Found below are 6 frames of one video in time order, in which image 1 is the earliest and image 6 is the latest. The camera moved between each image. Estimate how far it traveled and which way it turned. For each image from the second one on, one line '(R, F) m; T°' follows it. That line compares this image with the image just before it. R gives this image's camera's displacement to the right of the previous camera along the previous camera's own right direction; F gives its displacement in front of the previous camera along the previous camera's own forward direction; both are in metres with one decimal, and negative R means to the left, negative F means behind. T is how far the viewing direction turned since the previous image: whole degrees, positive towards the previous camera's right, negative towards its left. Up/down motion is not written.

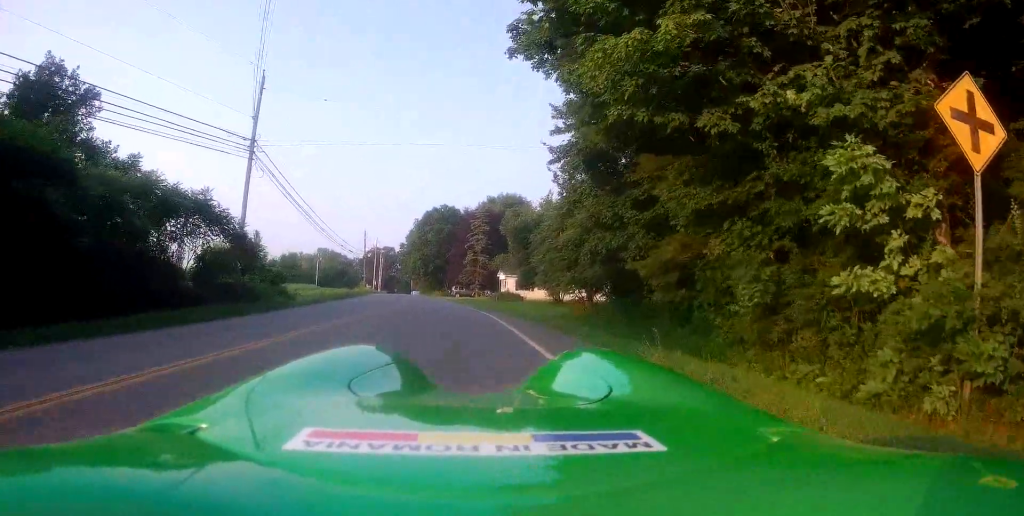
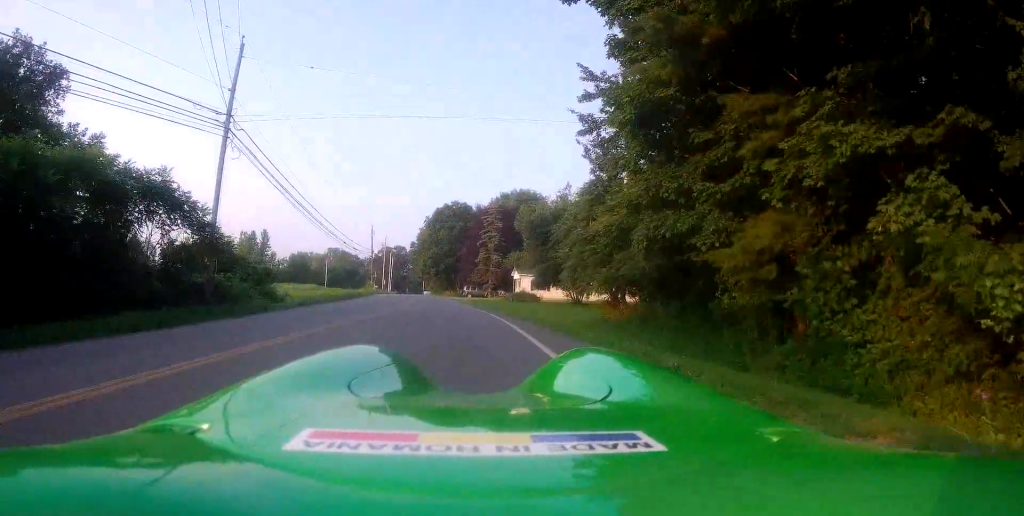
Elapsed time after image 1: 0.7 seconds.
(+0.1, +4.3) m; +1°
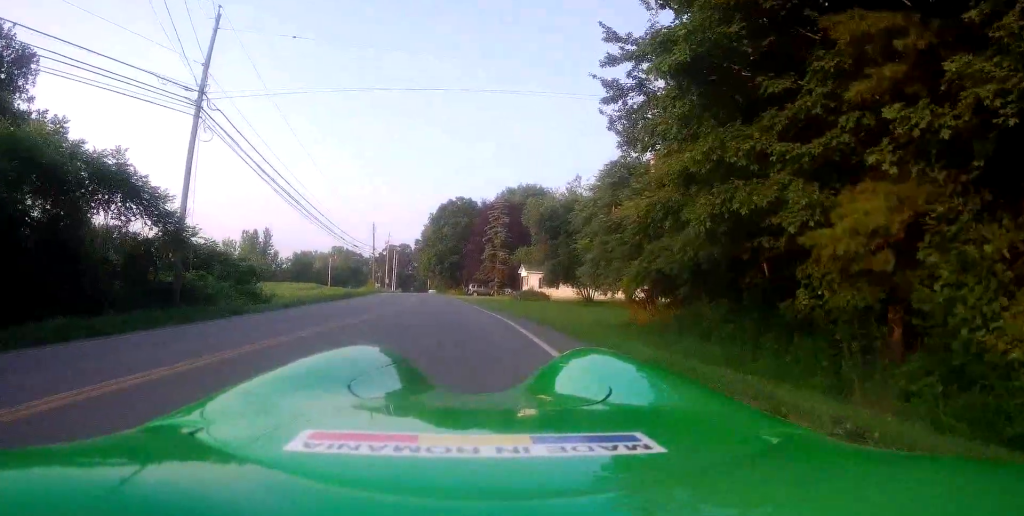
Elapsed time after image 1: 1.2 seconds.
(-0.1, +3.1) m; 0°
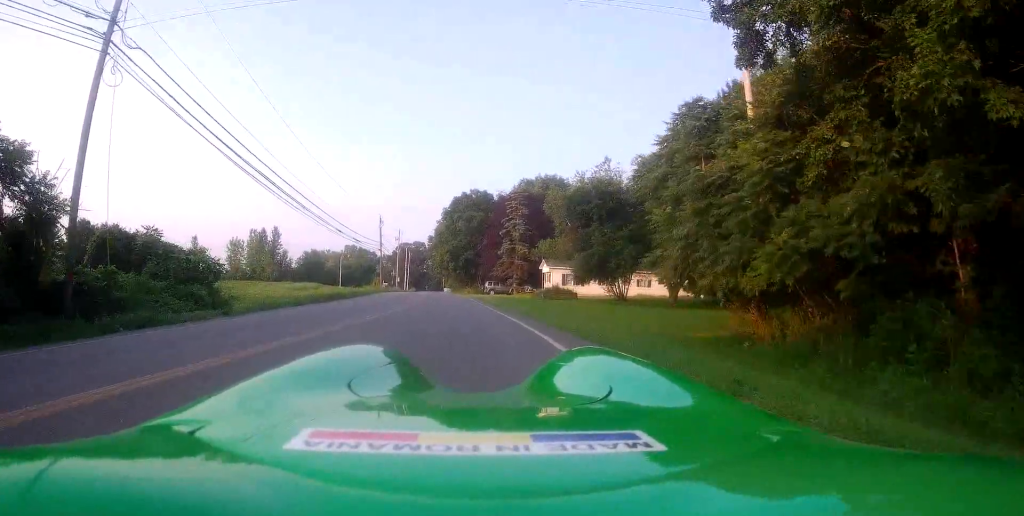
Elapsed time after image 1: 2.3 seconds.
(+0.1, +6.7) m; +1°
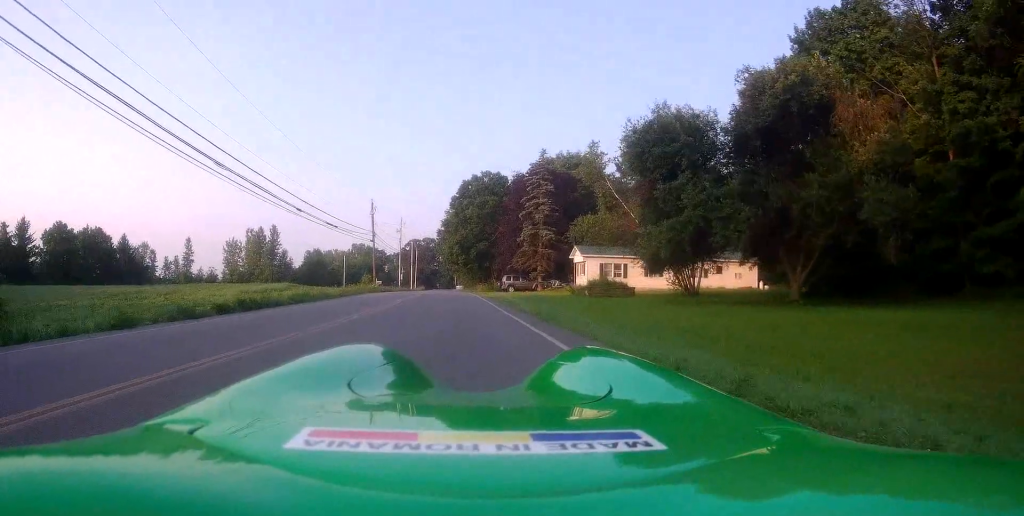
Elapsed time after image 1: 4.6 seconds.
(-0.6, +13.0) m; 0°
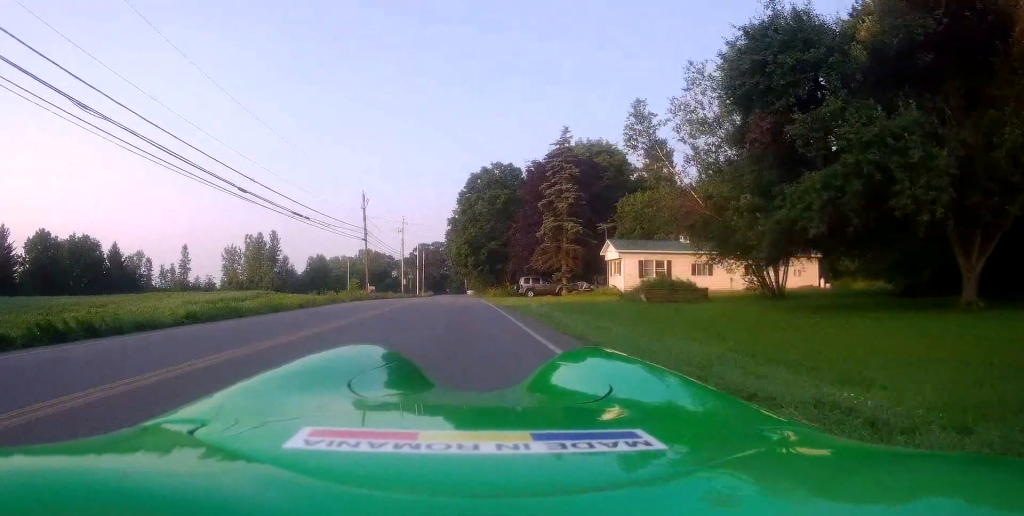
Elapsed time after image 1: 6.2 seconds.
(+0.1, +9.4) m; -4°
